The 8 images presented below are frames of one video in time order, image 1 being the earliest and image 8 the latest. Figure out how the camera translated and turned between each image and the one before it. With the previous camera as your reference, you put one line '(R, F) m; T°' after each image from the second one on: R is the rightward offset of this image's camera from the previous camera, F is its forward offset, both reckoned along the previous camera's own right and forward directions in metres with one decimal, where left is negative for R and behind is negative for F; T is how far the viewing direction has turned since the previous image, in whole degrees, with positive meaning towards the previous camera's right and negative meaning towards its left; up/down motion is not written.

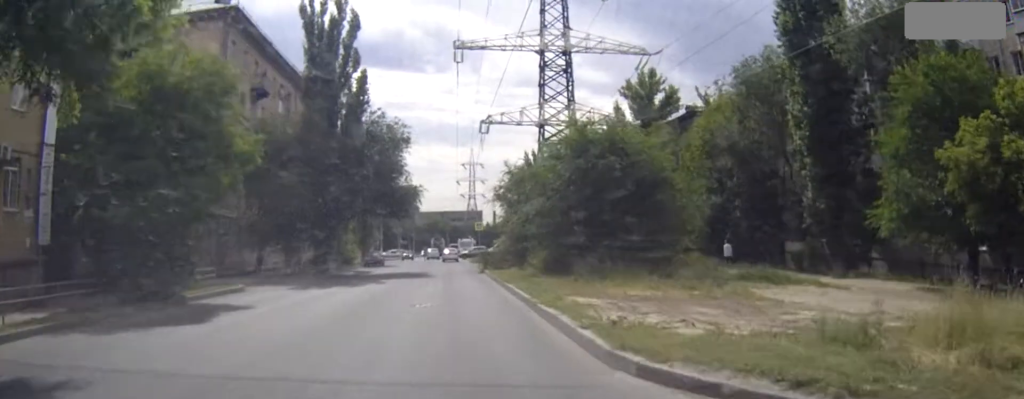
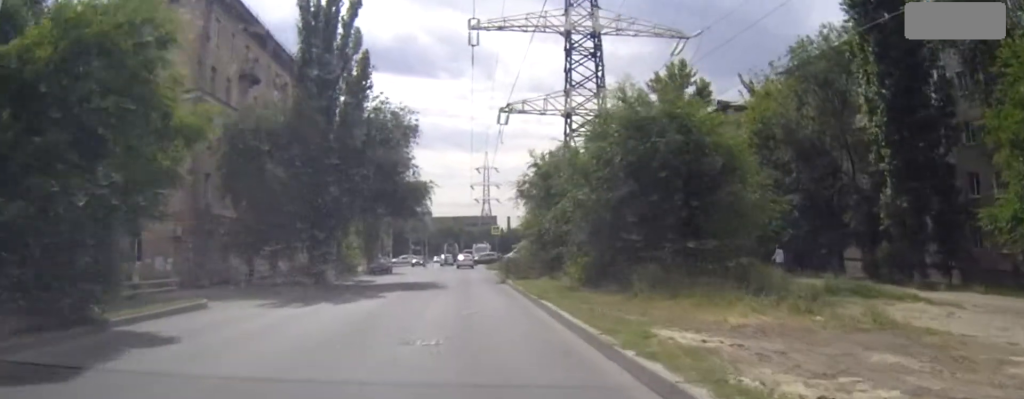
(0.0, +6.9) m; -1°
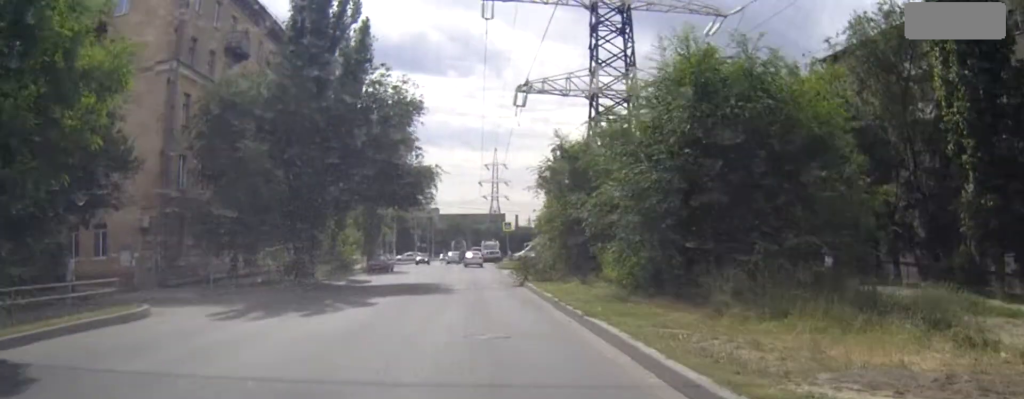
(-0.1, +5.9) m; 0°
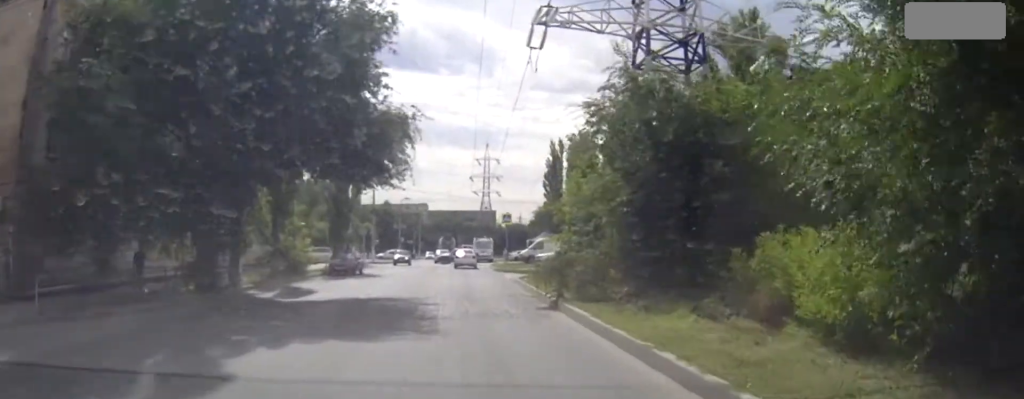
(0.0, +13.8) m; 0°
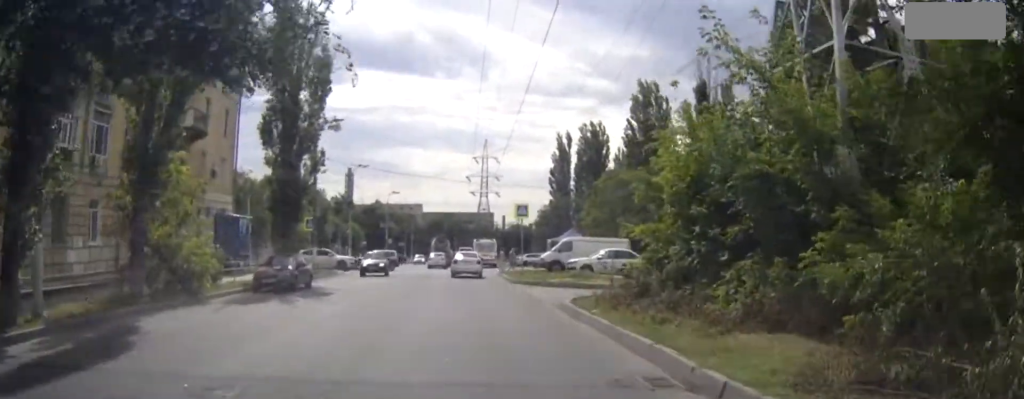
(+0.2, +16.8) m; +2°
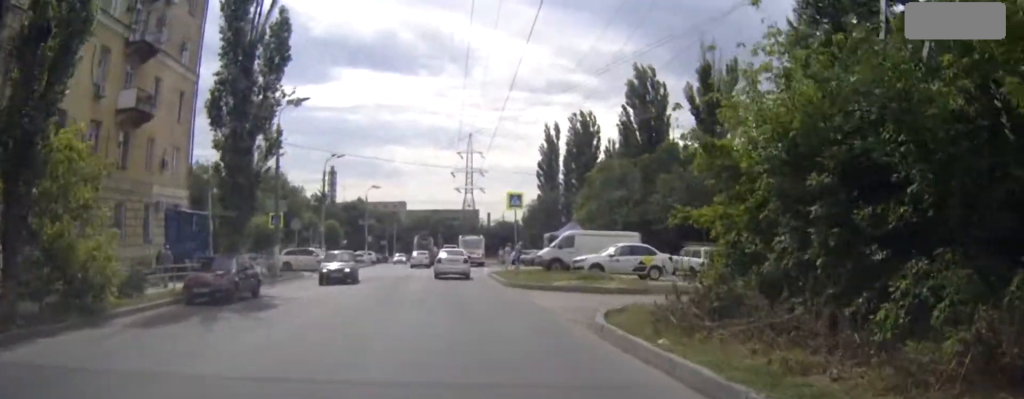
(+0.1, +6.3) m; +3°
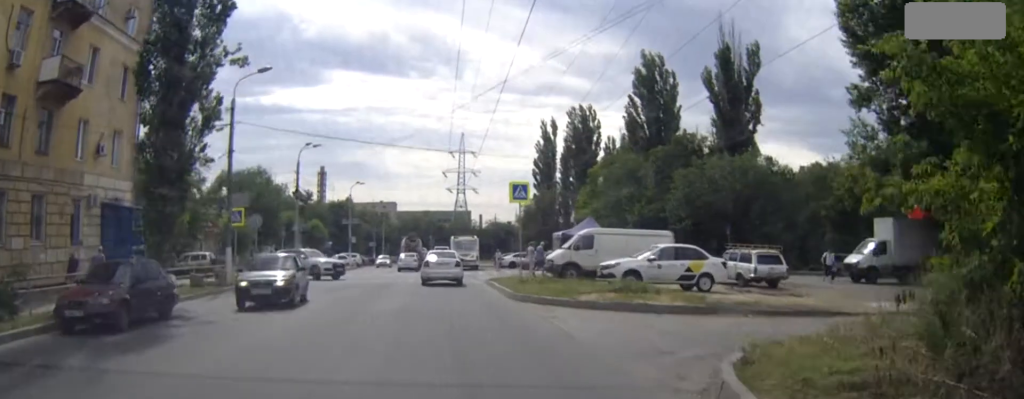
(+0.2, +7.8) m; +6°
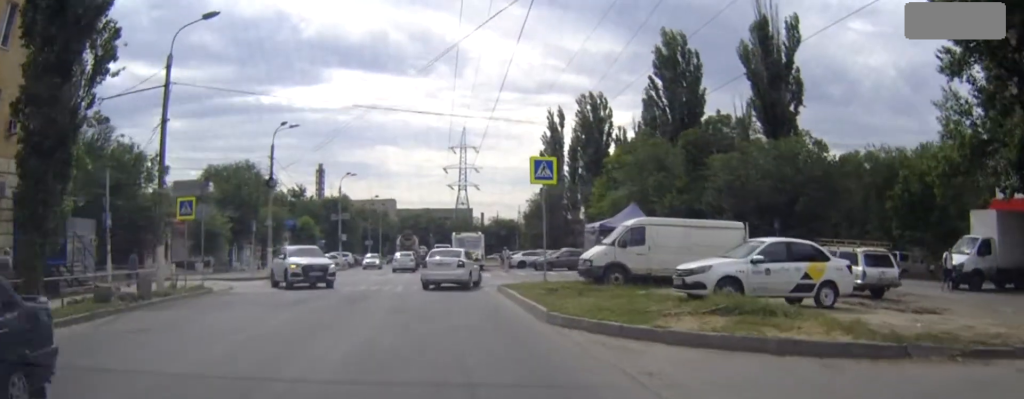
(+0.8, +9.2) m; +1°
